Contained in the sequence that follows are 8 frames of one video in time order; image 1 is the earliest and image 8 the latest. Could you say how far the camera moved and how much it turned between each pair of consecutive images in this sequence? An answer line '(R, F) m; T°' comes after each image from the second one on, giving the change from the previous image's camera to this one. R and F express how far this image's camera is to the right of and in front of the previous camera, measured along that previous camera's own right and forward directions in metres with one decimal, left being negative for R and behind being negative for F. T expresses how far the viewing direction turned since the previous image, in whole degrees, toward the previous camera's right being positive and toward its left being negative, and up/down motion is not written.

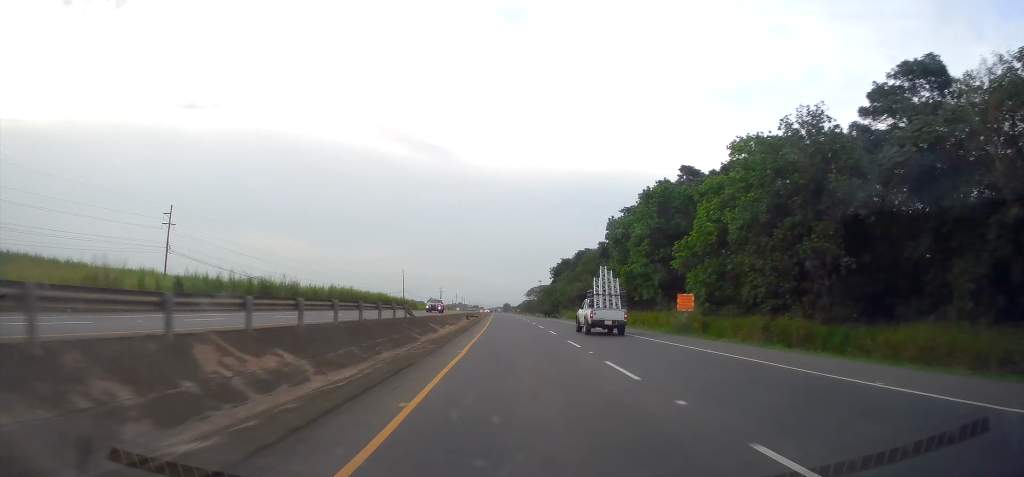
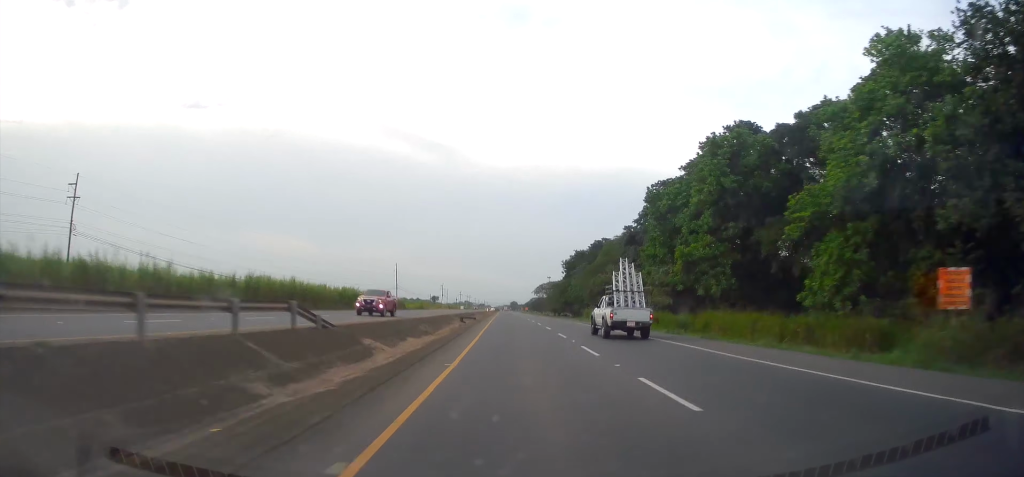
(0.0, +20.5) m; 0°
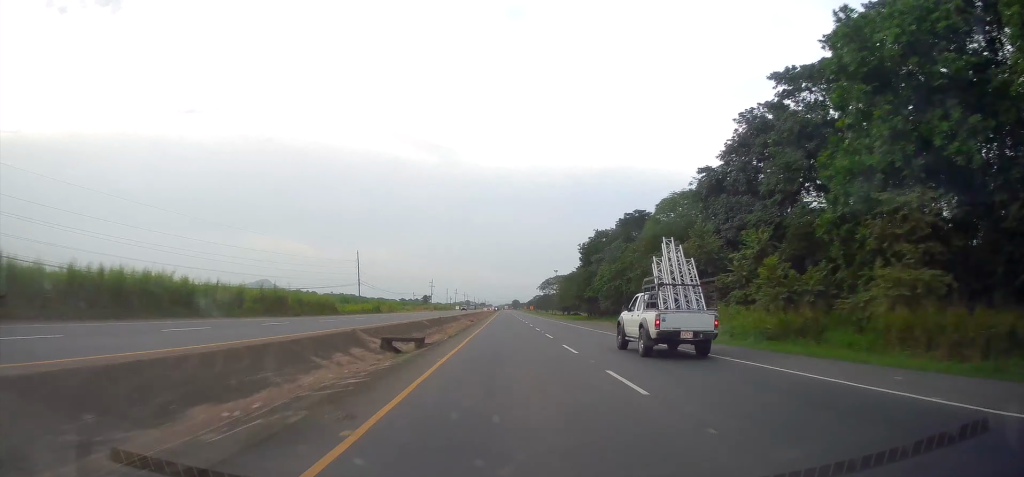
(-0.3, +39.0) m; -1°
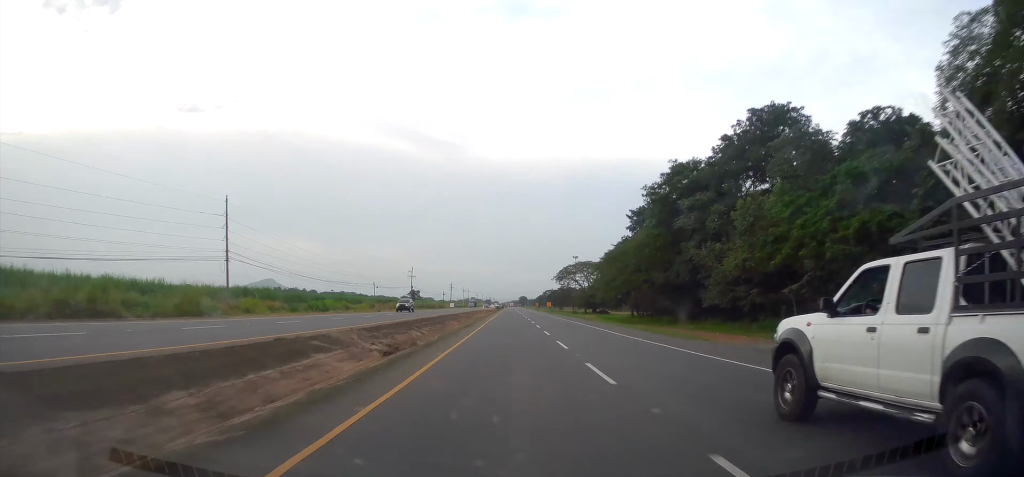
(-0.7, +57.8) m; -1°
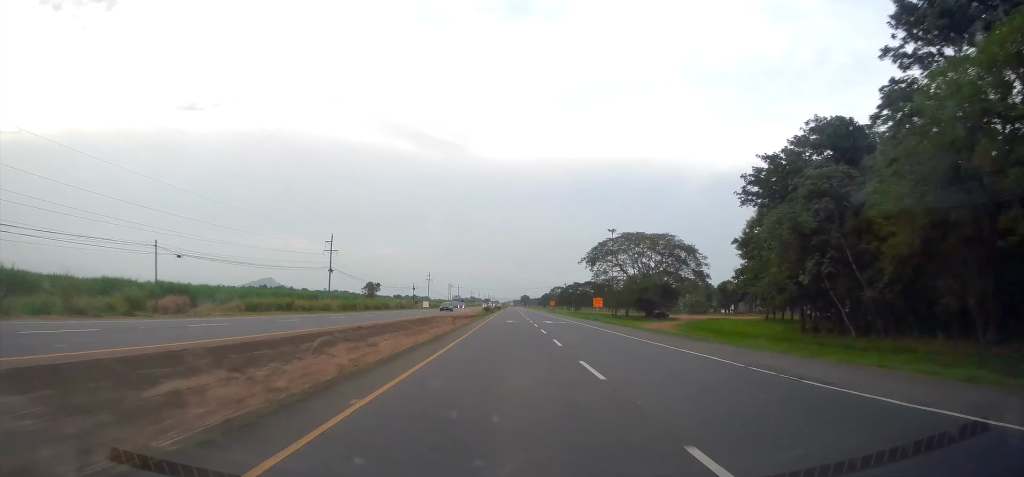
(-0.4, +75.1) m; 0°
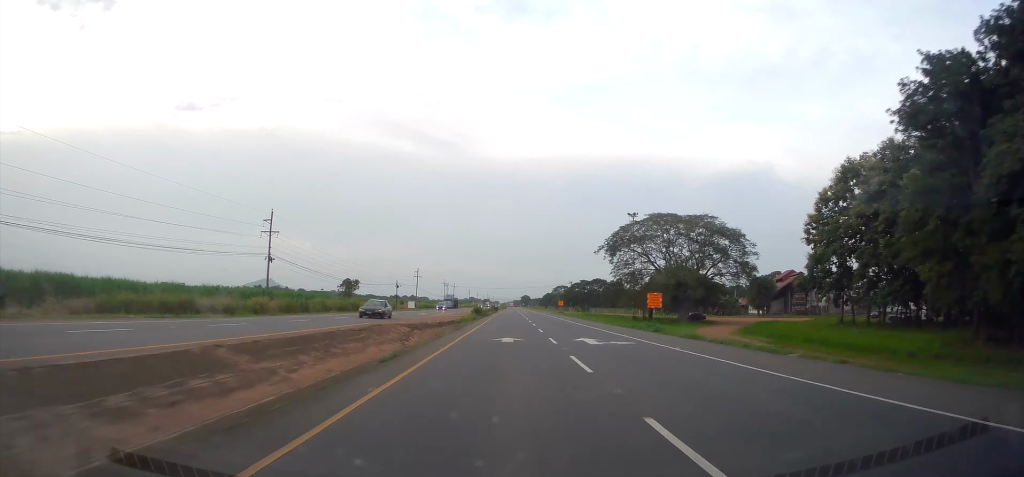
(+0.1, +23.7) m; 0°
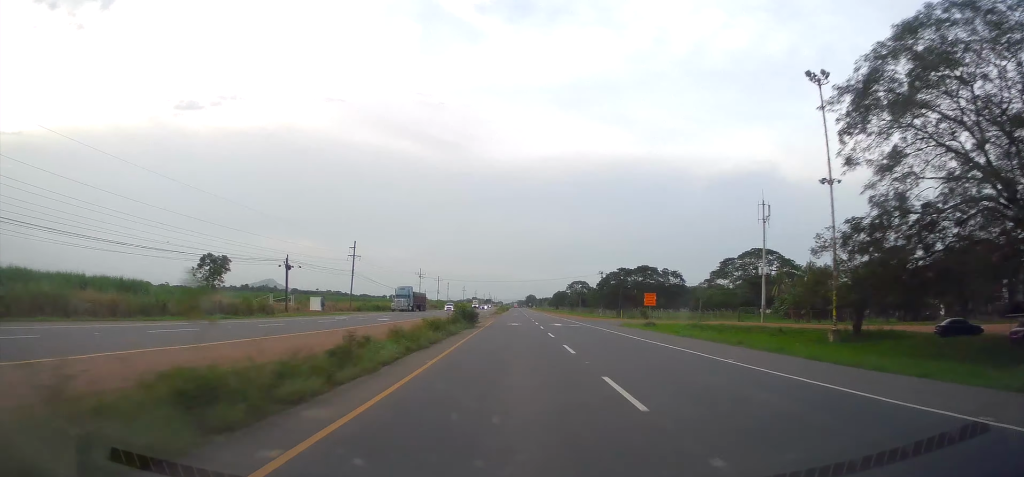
(-0.3, +71.4) m; -1°
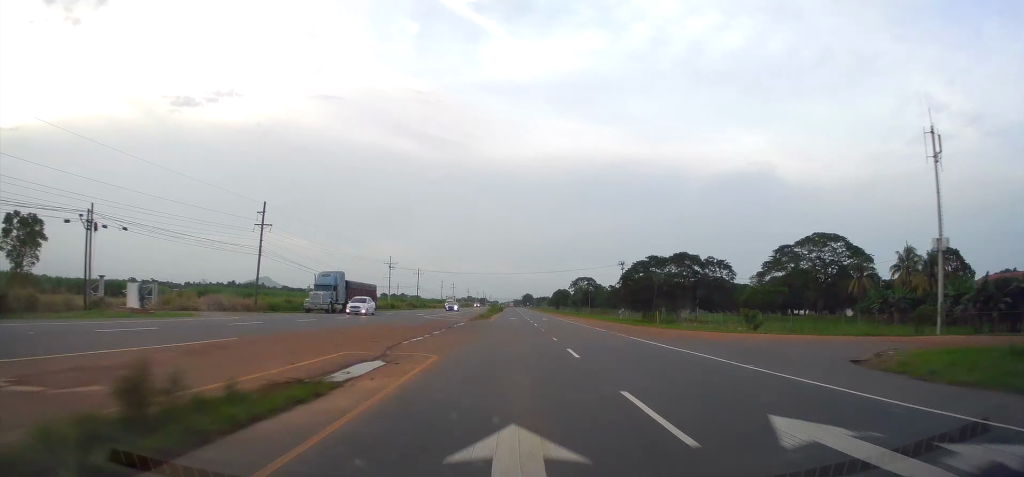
(-0.4, +35.7) m; 0°
